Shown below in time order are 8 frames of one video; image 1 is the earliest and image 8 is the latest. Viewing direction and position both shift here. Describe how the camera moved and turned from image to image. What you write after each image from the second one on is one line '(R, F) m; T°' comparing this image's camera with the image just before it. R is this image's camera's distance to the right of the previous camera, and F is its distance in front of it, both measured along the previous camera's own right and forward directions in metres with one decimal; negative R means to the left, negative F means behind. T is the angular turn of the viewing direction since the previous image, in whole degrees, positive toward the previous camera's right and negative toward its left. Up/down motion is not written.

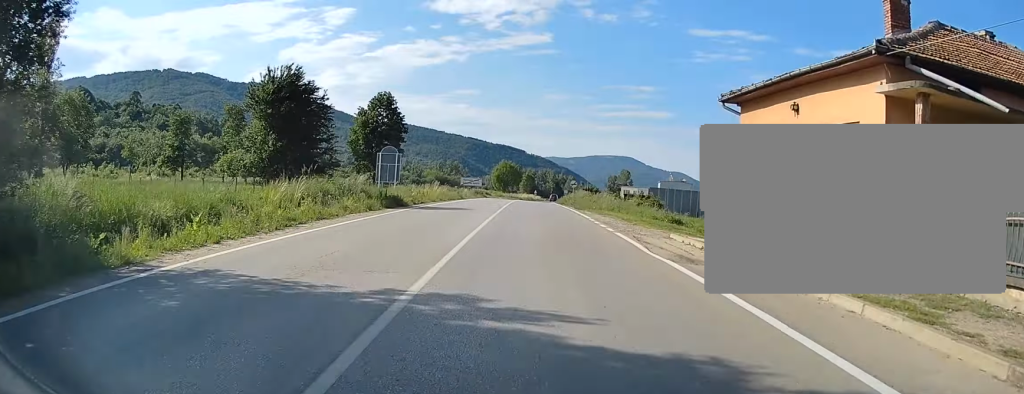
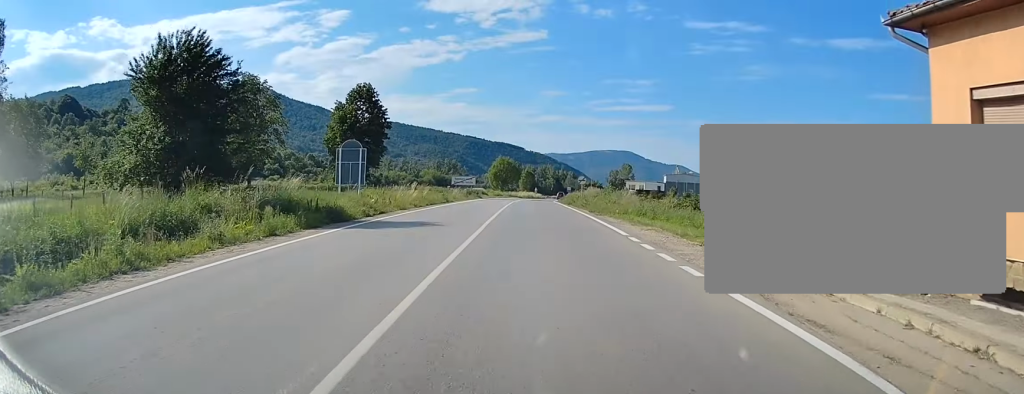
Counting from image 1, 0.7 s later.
(0.0, +10.9) m; -1°
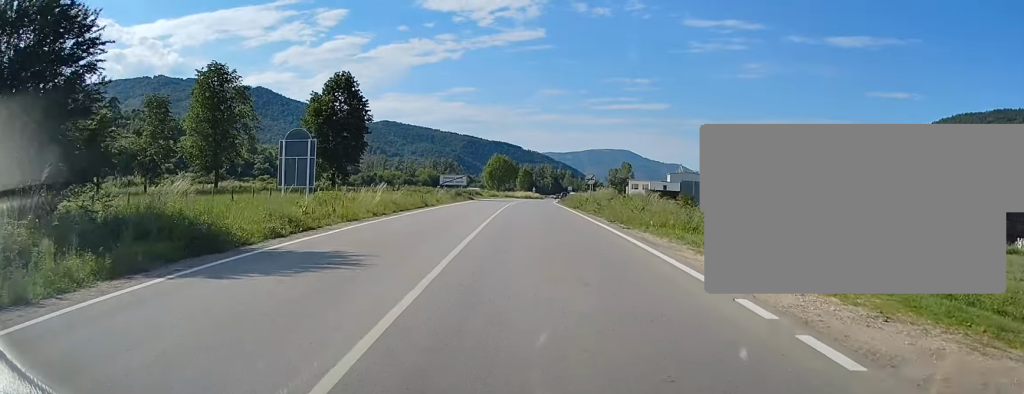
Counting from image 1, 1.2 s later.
(+0.1, +9.4) m; -1°
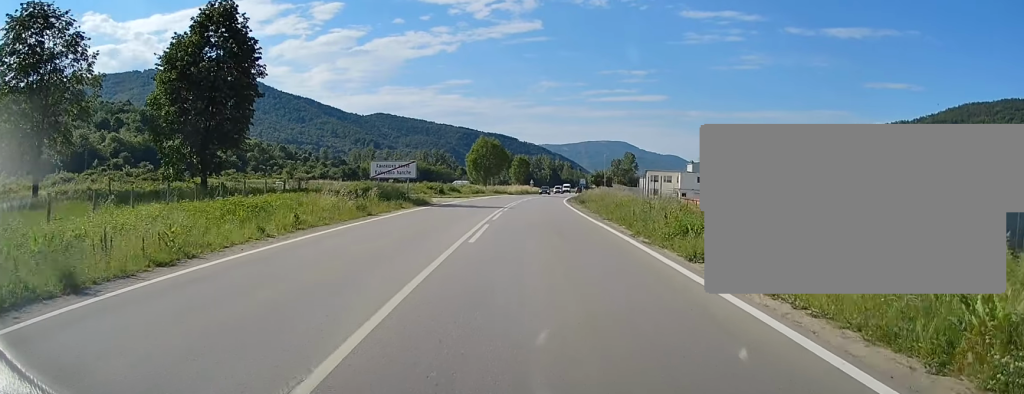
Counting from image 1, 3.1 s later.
(+0.2, +32.4) m; +1°
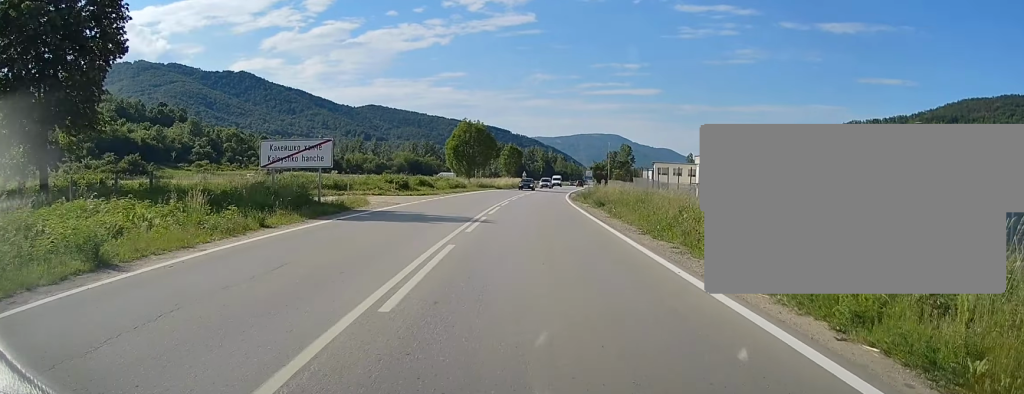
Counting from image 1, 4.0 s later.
(-0.2, +16.9) m; 0°
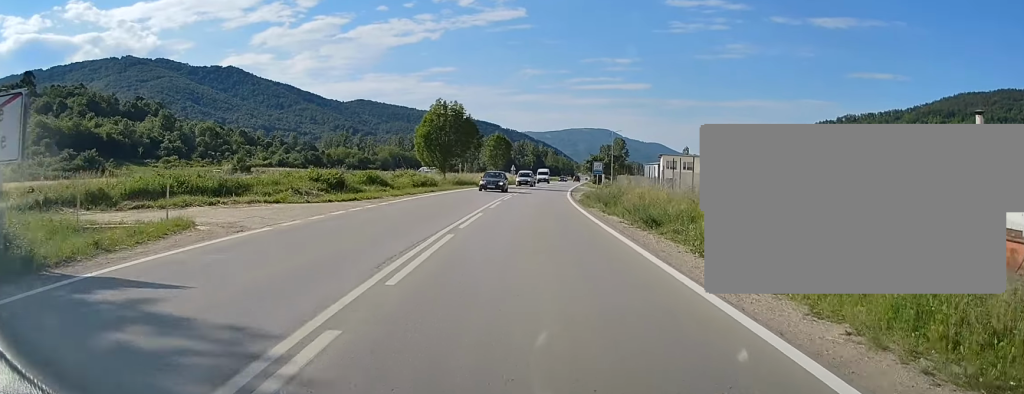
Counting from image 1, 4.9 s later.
(+0.2, +16.5) m; +2°
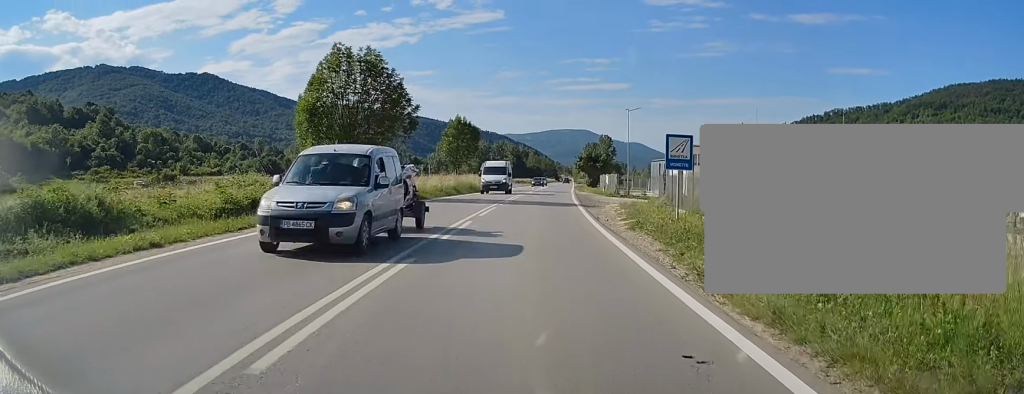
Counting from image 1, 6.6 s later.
(+0.7, +31.7) m; +1°
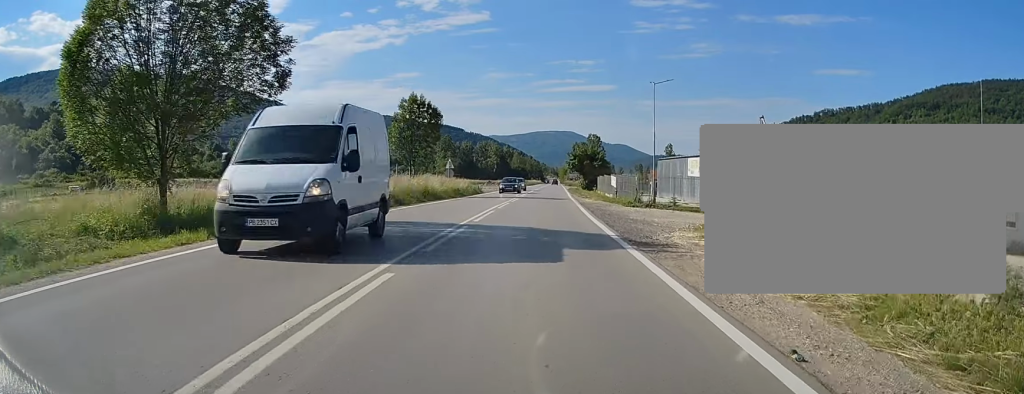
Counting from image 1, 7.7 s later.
(0.0, +19.7) m; +1°
